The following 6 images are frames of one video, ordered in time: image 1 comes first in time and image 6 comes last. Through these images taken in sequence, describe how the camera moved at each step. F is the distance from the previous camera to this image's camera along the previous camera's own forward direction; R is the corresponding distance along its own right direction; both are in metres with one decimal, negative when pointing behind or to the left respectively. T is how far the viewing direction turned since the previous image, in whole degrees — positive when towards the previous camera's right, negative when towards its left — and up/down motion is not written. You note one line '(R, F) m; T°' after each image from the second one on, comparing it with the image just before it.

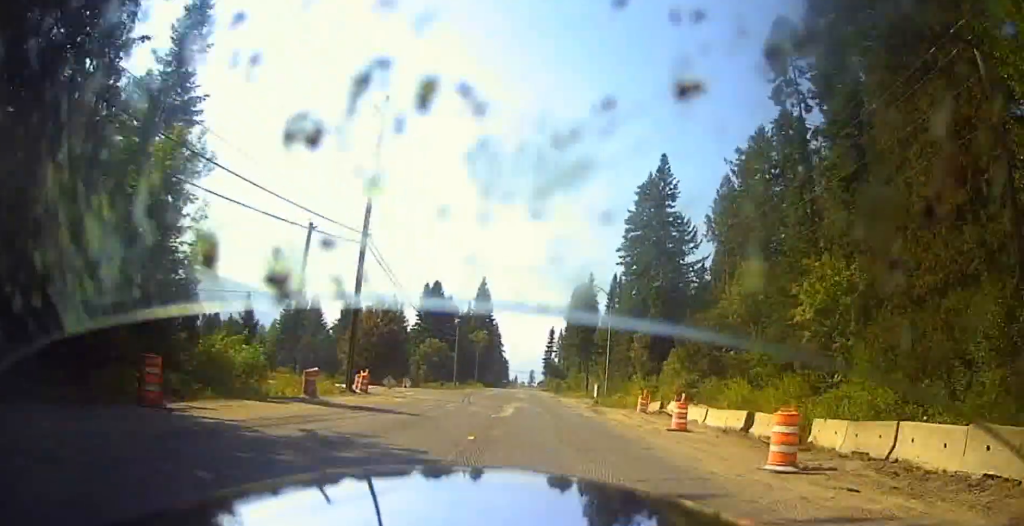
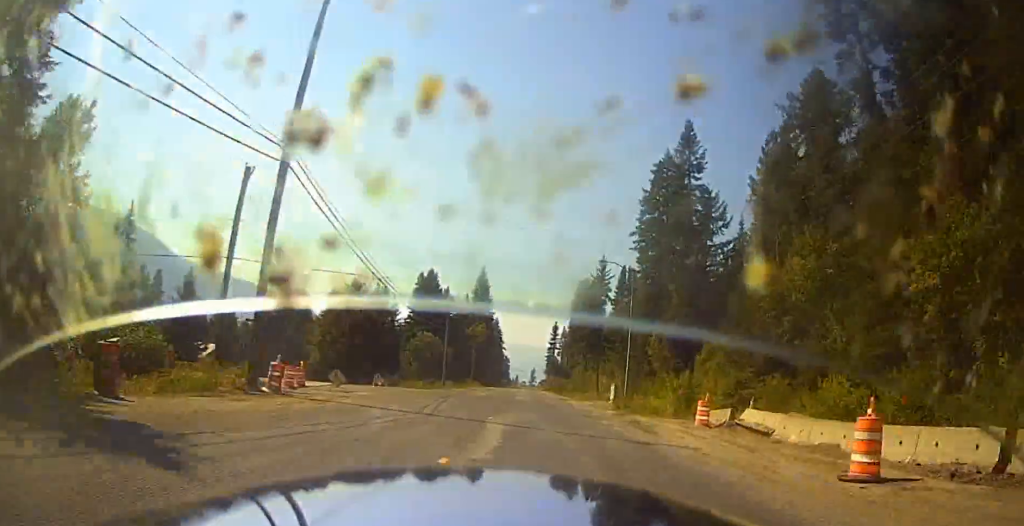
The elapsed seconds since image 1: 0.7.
(+0.1, +12.3) m; 0°
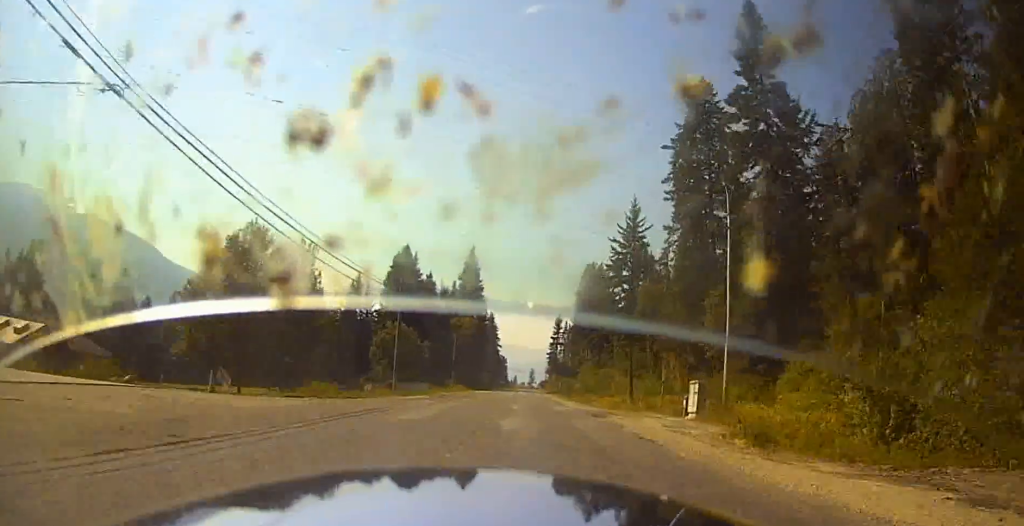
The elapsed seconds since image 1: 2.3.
(-0.2, +26.1) m; -1°
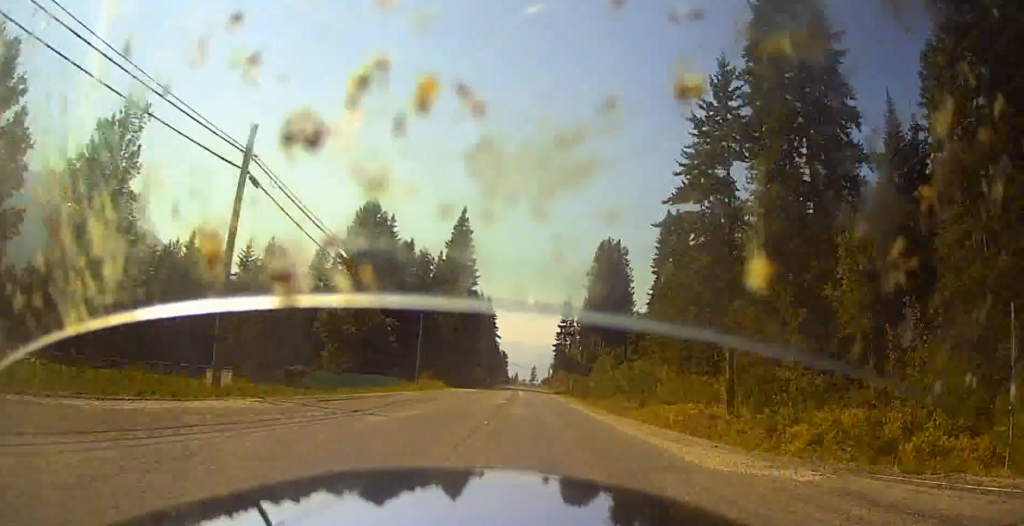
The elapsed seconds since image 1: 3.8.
(+0.5, +26.3) m; +1°
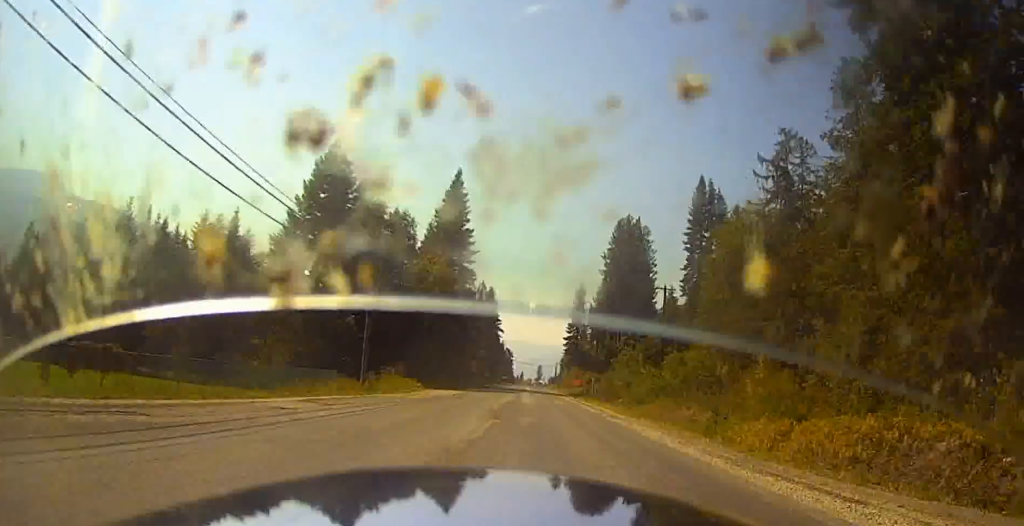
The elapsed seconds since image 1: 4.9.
(0.0, +19.0) m; -1°
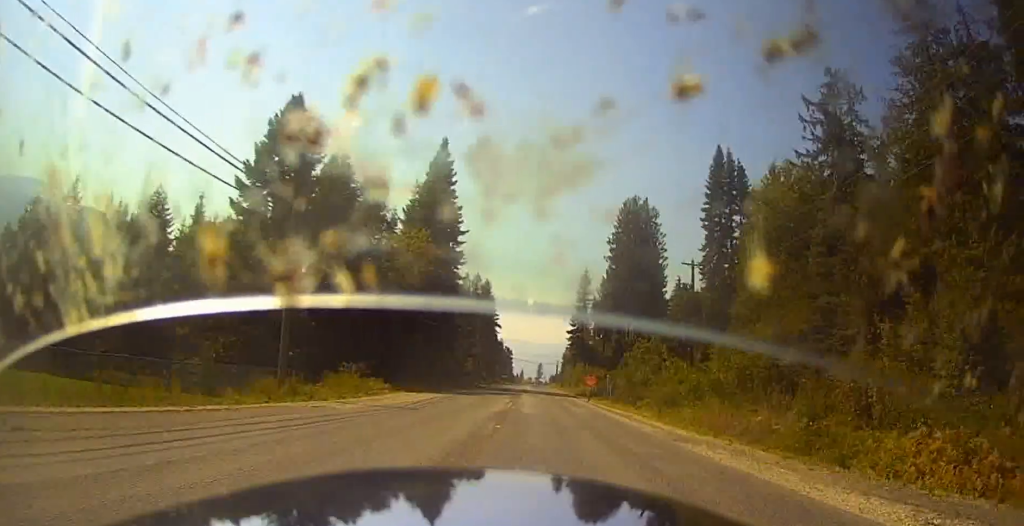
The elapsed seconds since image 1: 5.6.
(0.0, +11.7) m; 0°
